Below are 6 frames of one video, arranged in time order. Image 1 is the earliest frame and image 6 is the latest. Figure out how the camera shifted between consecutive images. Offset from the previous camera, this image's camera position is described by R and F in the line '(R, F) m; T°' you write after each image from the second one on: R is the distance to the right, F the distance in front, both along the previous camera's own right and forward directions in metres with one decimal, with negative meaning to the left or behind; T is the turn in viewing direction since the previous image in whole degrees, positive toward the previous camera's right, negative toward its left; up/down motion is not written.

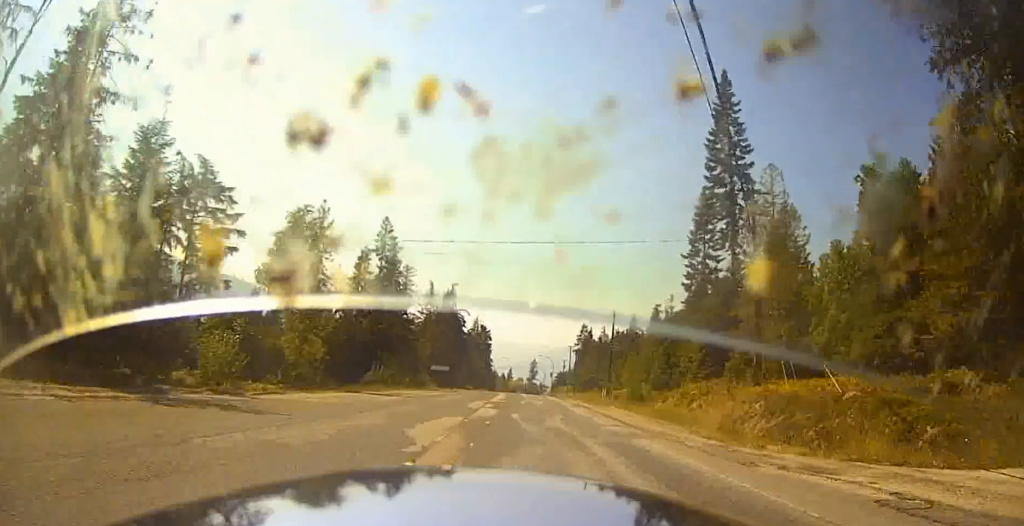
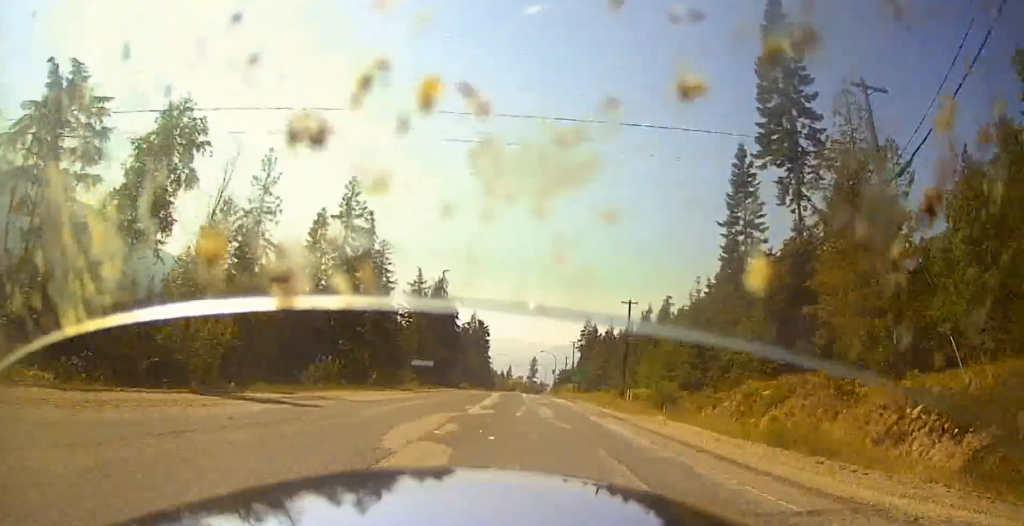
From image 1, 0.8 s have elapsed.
(-0.3, +14.6) m; -2°
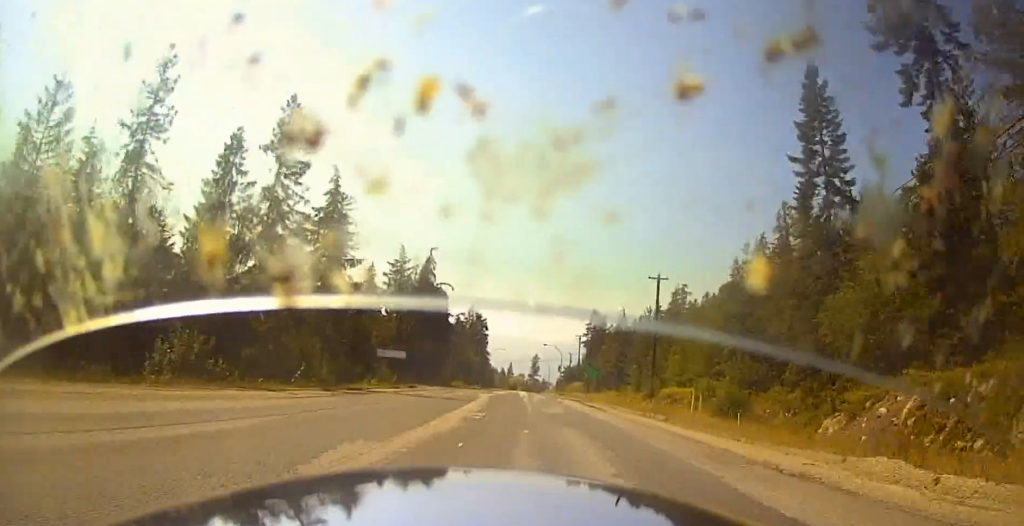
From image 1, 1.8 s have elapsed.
(-0.5, +17.5) m; -2°
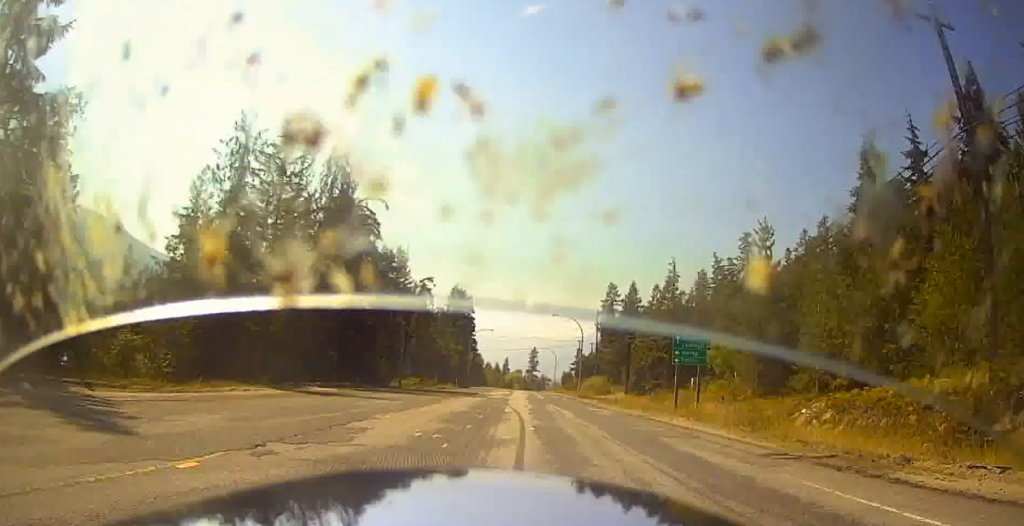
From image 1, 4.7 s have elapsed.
(+2.1, +47.6) m; +5°
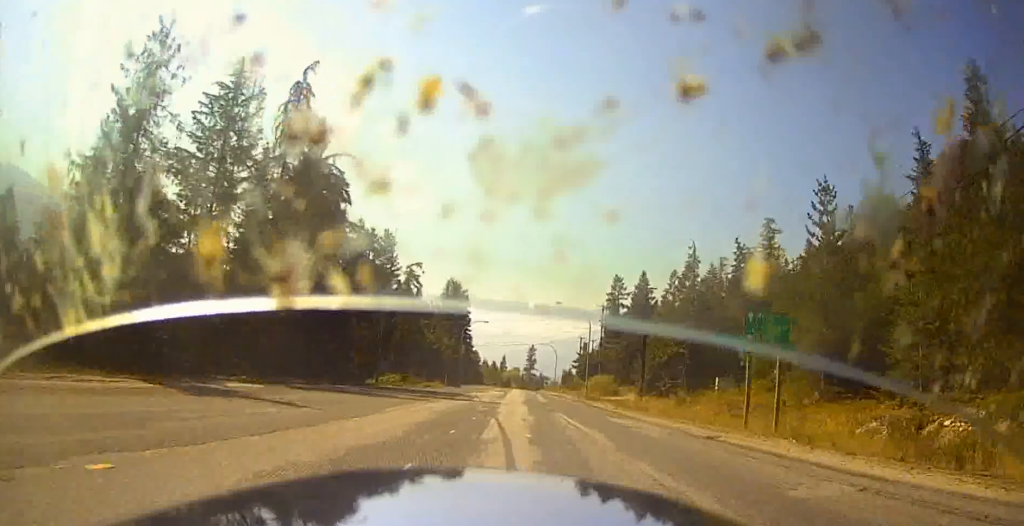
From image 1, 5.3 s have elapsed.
(0.0, +10.3) m; 0°
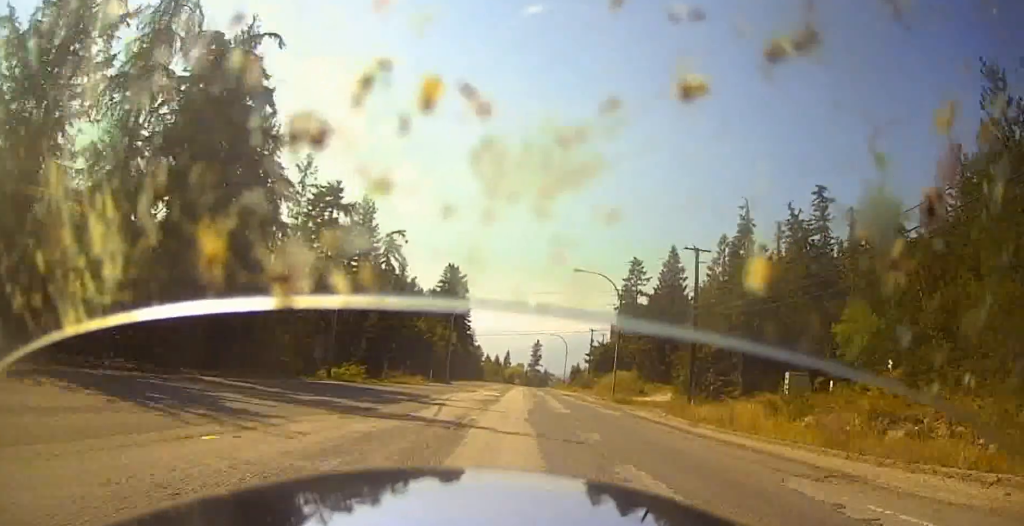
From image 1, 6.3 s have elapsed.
(0.0, +16.5) m; 0°
